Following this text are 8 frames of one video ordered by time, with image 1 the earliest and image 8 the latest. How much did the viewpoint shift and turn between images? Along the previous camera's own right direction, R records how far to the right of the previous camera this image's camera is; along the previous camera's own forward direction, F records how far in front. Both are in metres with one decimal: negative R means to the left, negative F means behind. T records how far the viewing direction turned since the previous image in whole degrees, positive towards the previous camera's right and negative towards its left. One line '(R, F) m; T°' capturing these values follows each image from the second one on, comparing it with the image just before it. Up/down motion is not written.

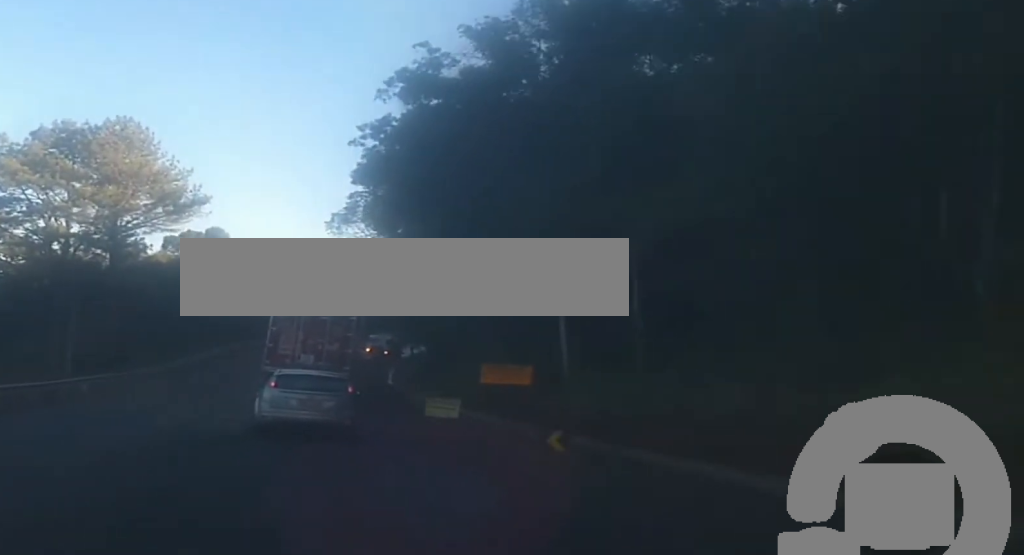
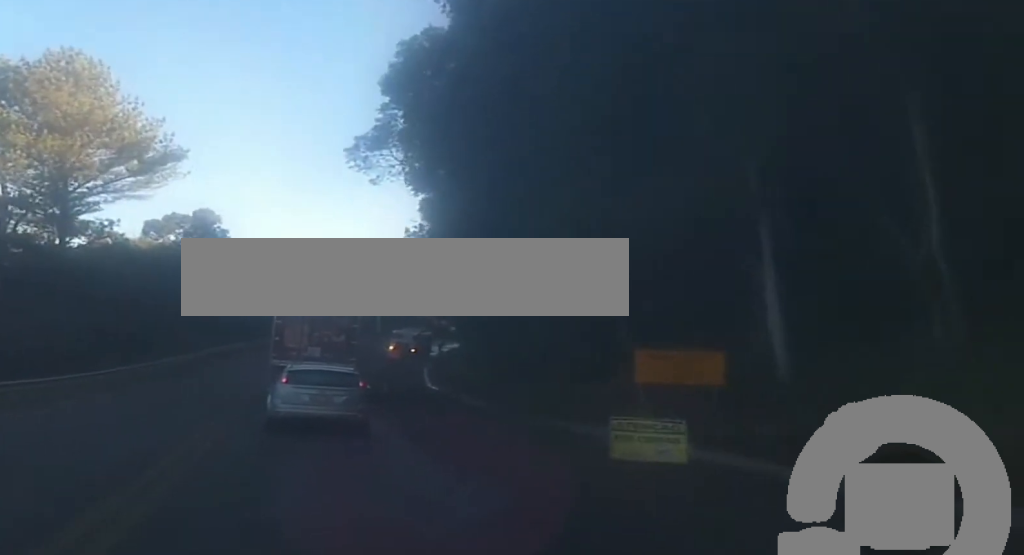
(-0.1, +20.0) m; +1°
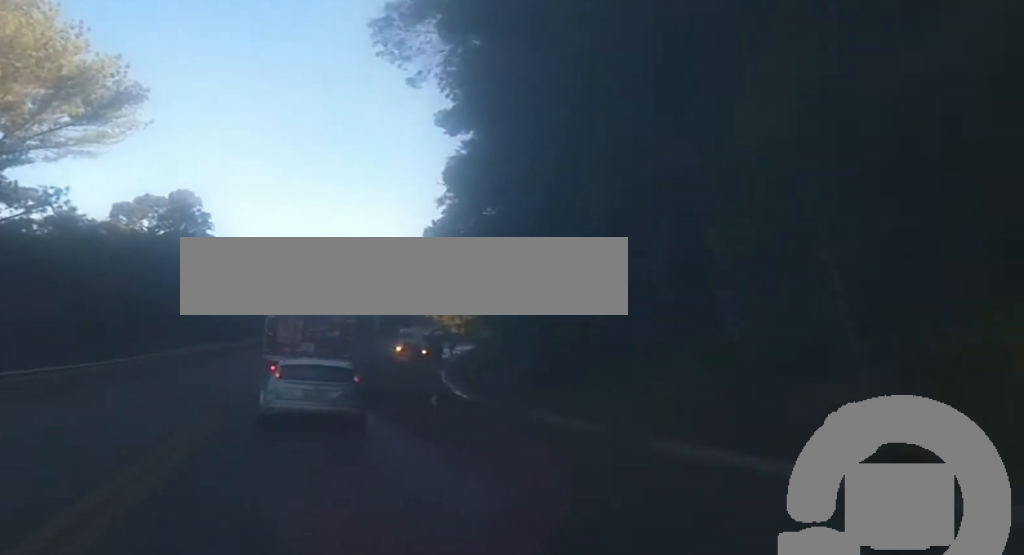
(+0.2, +13.7) m; 0°
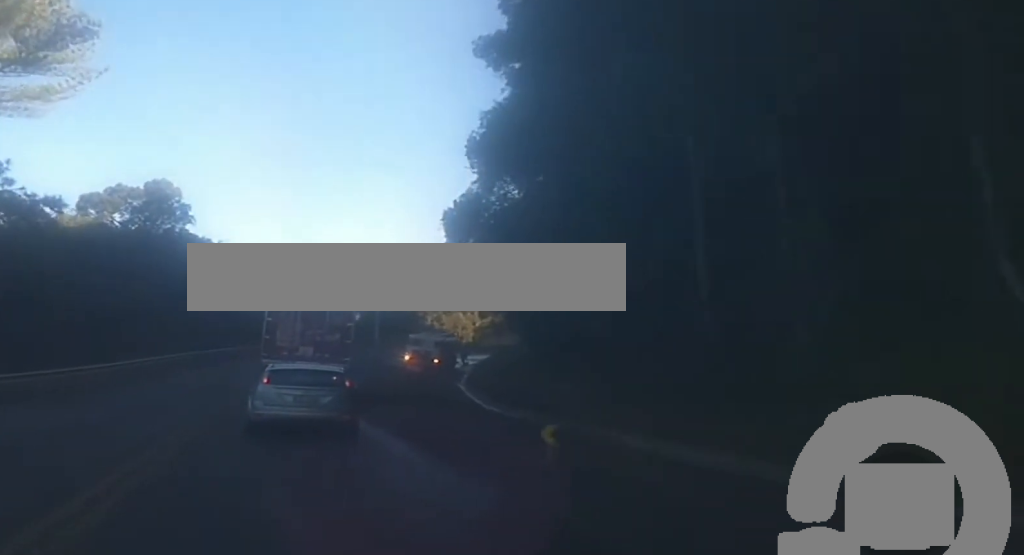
(+0.2, +10.1) m; 0°
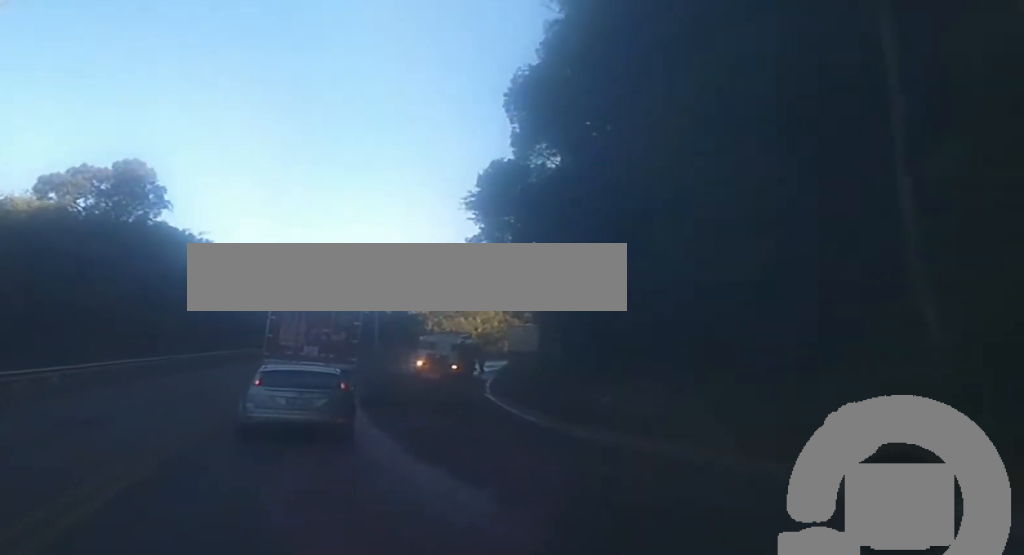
(-0.3, +11.1) m; -1°
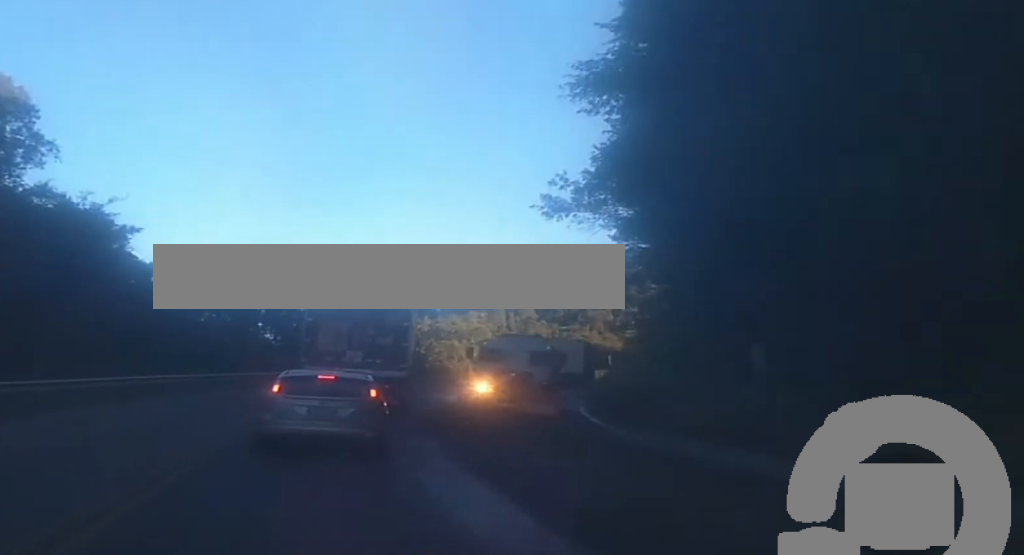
(-0.2, +25.0) m; +2°
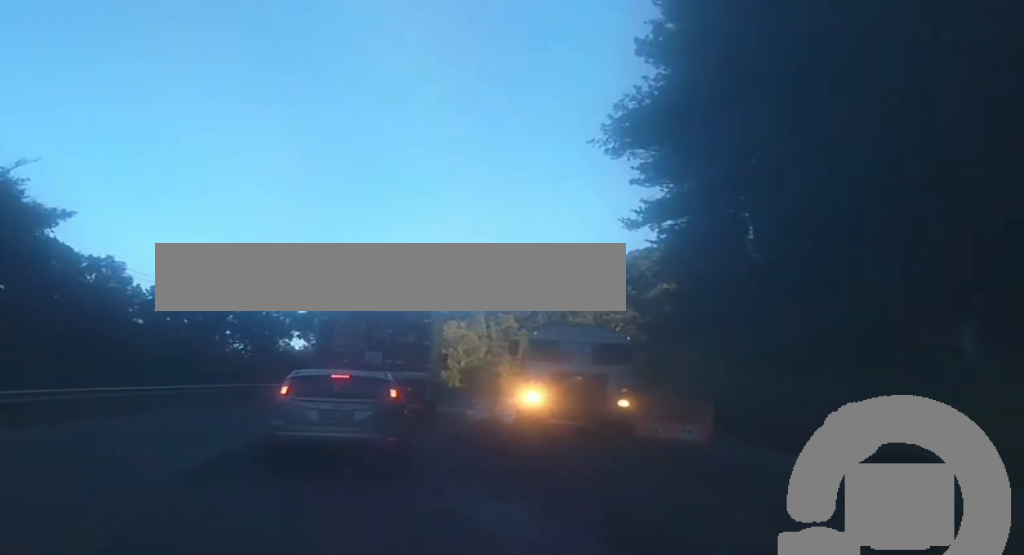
(+0.4, +11.3) m; +3°
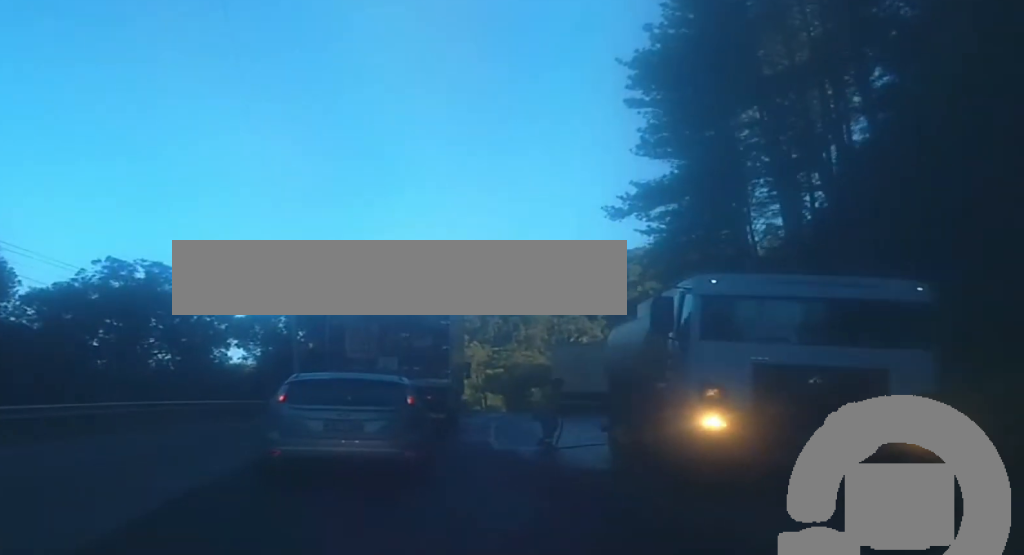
(+0.5, +12.9) m; +2°
